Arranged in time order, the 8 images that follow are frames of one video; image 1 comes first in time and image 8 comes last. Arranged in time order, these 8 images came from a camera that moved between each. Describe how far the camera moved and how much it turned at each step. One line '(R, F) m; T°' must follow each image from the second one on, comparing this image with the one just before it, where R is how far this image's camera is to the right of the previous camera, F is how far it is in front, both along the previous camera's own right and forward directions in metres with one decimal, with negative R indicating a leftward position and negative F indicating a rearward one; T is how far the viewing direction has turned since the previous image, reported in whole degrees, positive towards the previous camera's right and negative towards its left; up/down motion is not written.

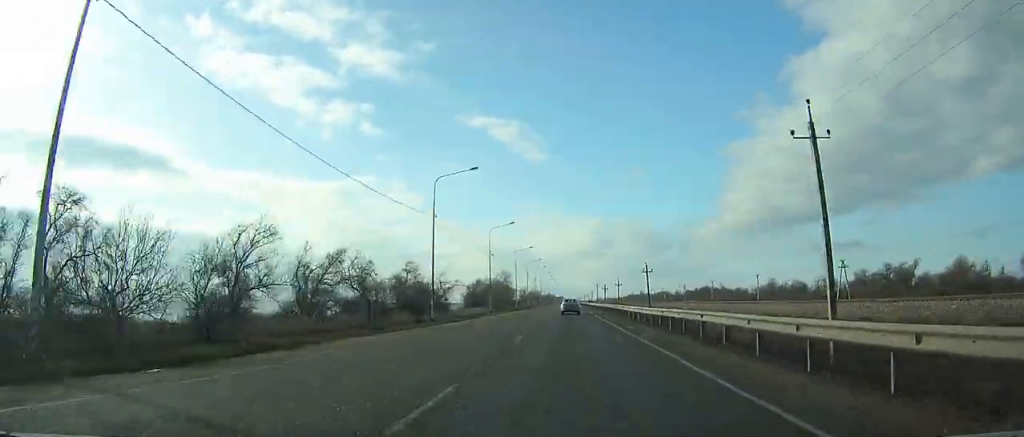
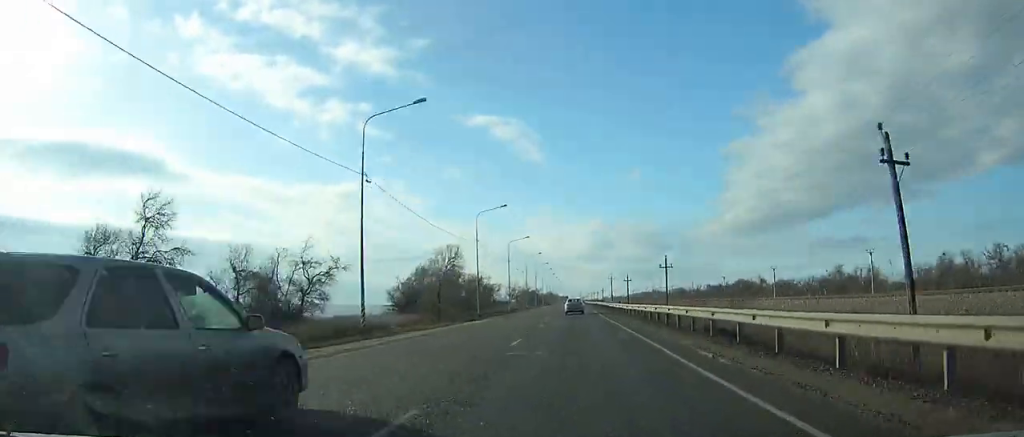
(0.0, +49.5) m; 0°
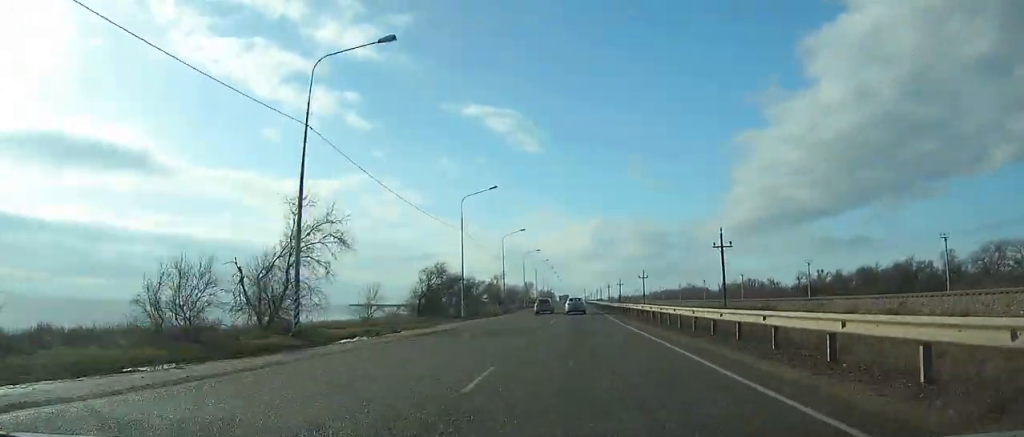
(-0.1, +139.7) m; 0°
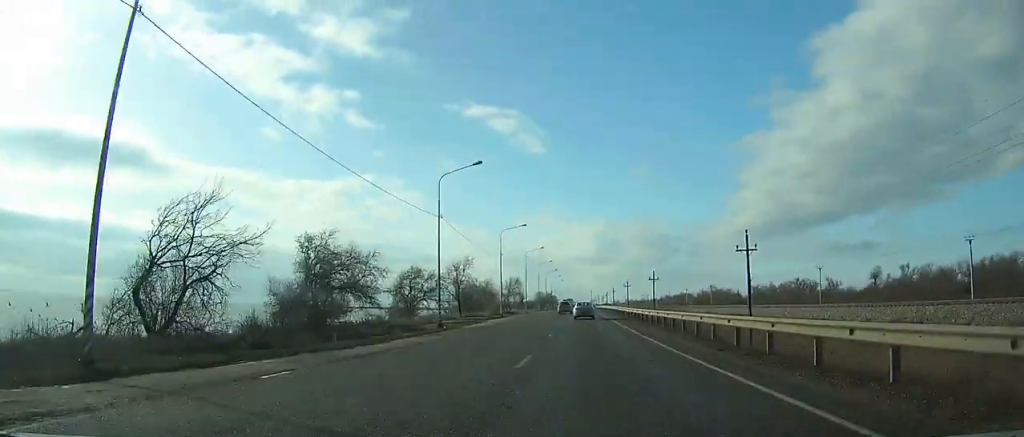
(0.0, +42.7) m; 0°
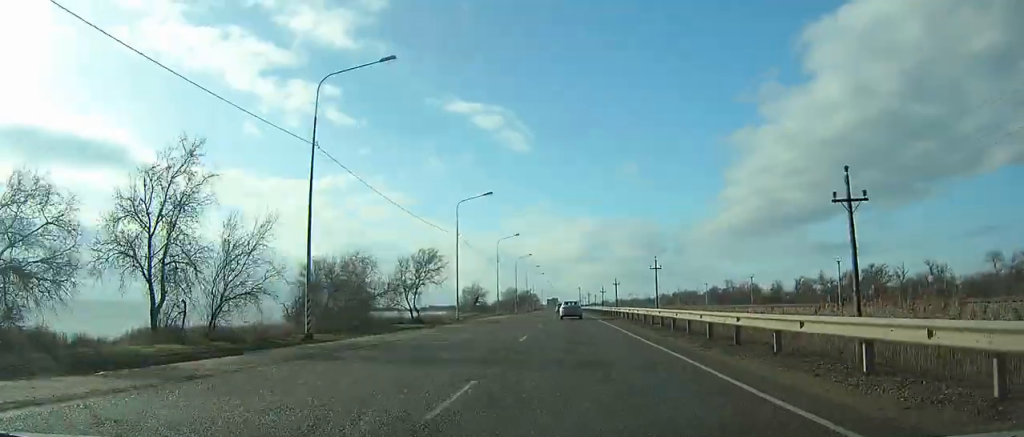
(+0.1, +52.1) m; 0°
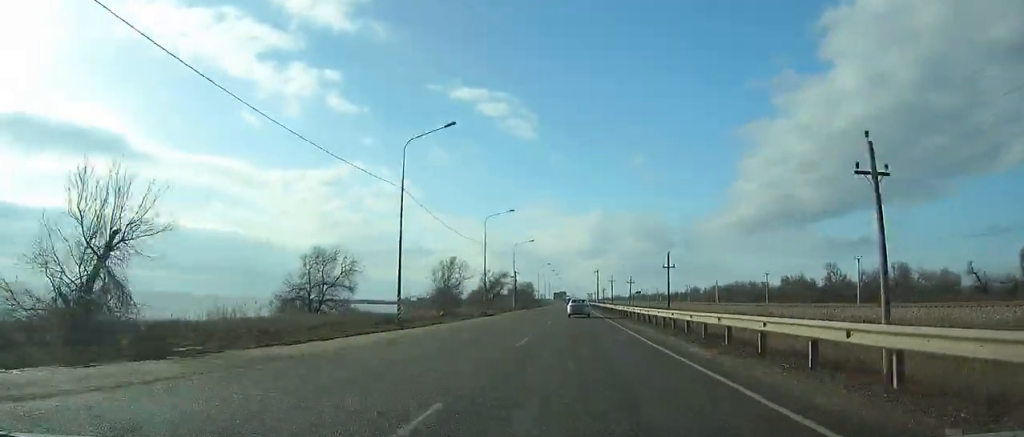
(-0.4, +86.6) m; 0°
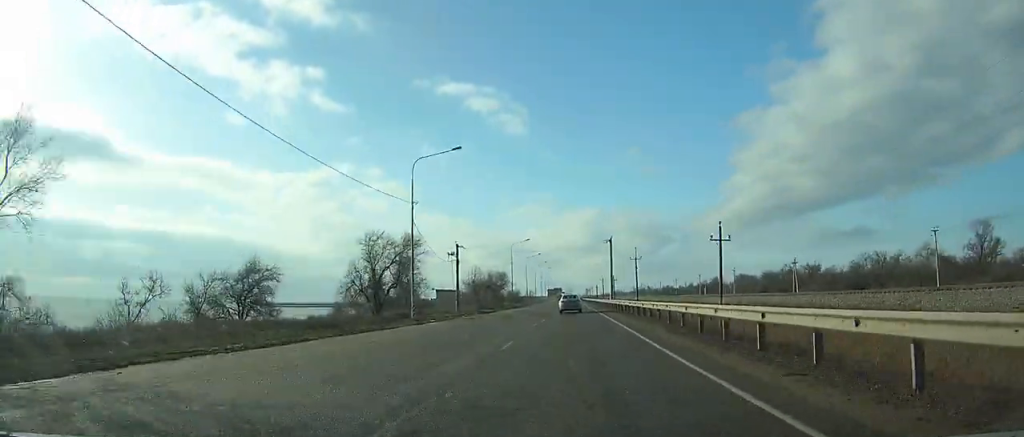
(-0.1, +60.5) m; 0°
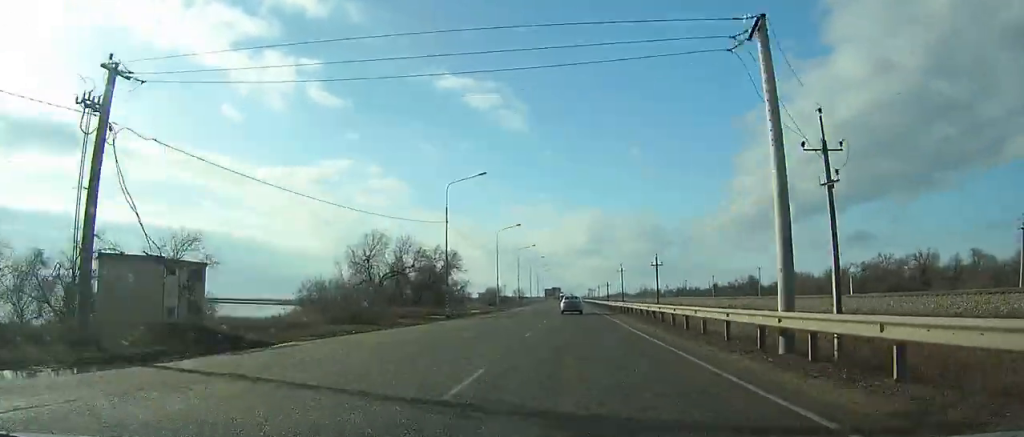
(0.0, +58.0) m; 0°
